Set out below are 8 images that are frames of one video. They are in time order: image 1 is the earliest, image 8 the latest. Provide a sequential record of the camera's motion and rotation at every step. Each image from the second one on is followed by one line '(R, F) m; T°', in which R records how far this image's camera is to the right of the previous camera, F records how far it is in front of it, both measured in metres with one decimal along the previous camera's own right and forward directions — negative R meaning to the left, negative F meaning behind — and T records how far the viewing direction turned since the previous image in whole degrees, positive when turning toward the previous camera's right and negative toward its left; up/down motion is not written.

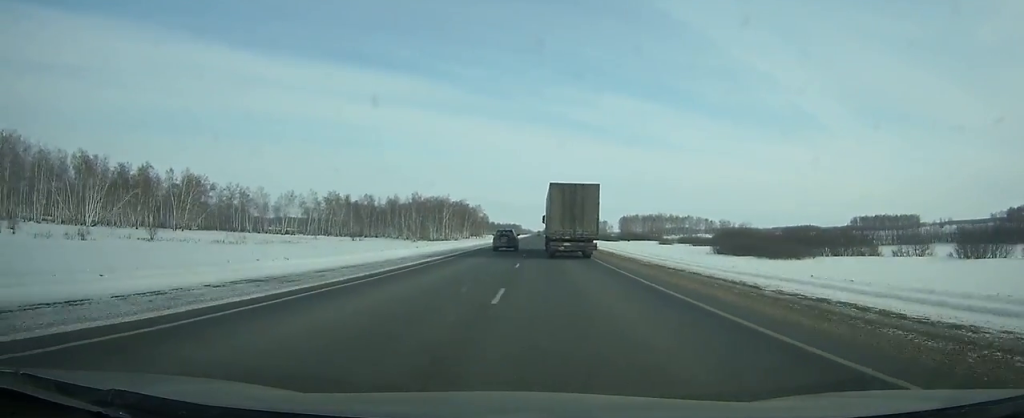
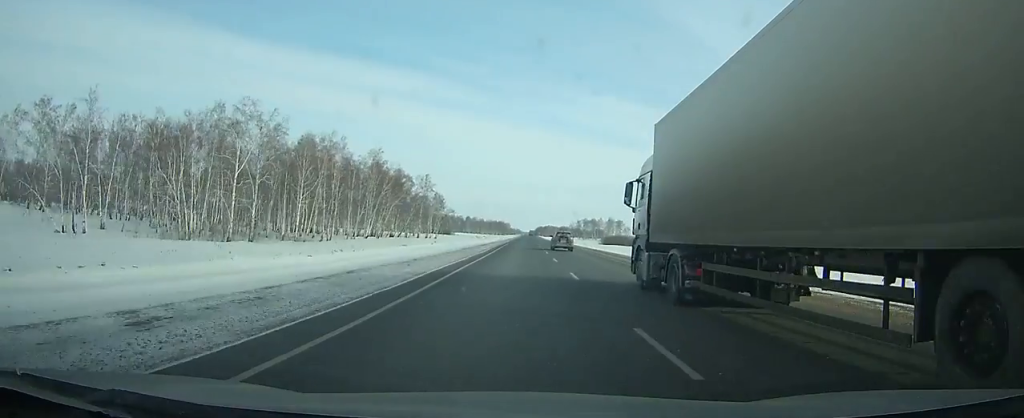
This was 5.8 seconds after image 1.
(+0.6, +162.4) m; +1°
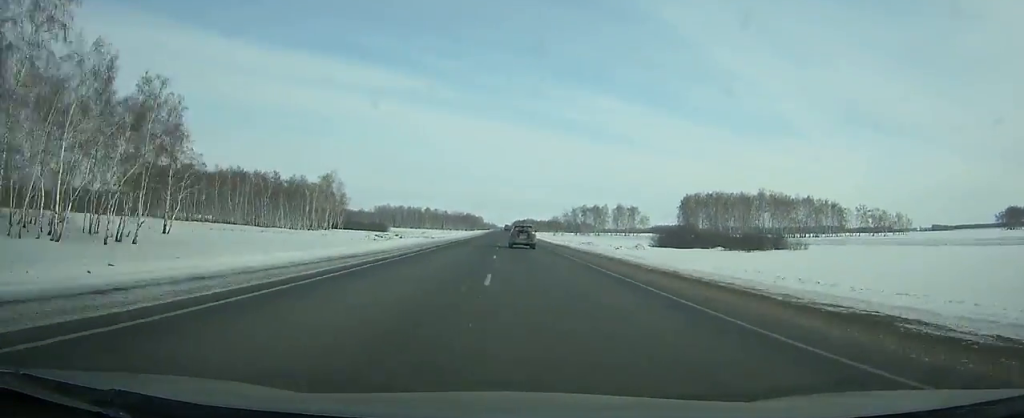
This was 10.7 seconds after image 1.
(+2.0, +150.0) m; +1°
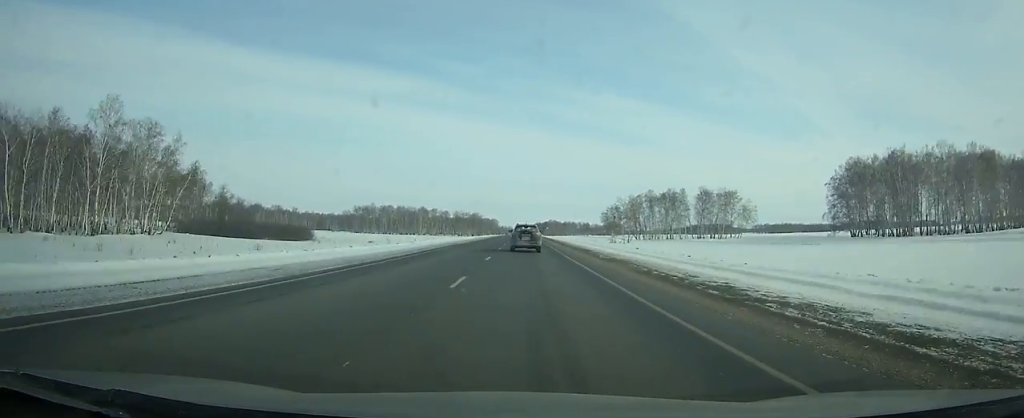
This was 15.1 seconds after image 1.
(-1.4, +141.7) m; -1°
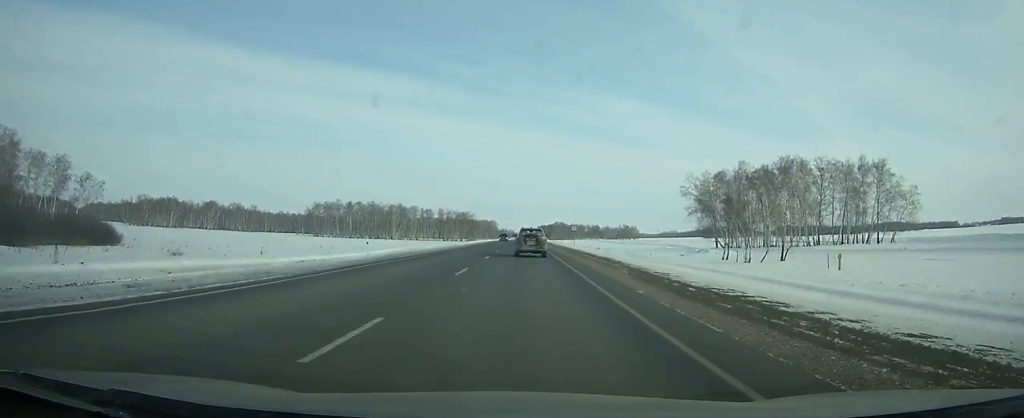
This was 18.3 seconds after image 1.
(-0.2, +101.5) m; 0°
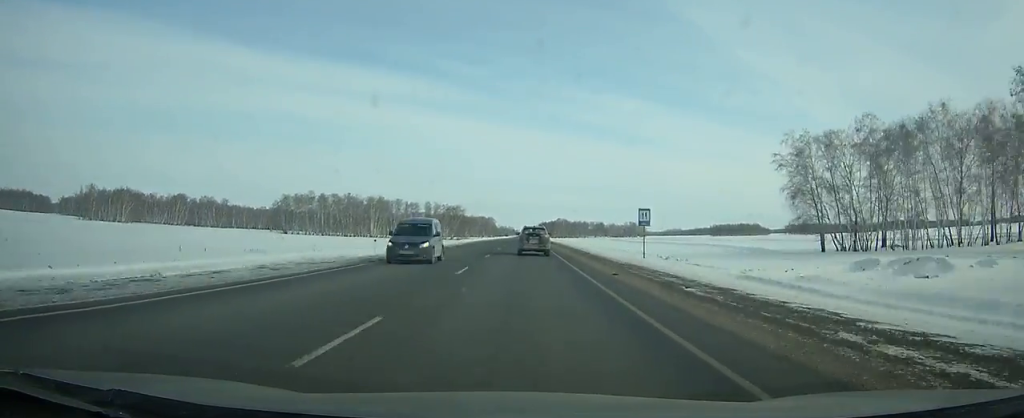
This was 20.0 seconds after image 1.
(0.0, +52.1) m; 0°
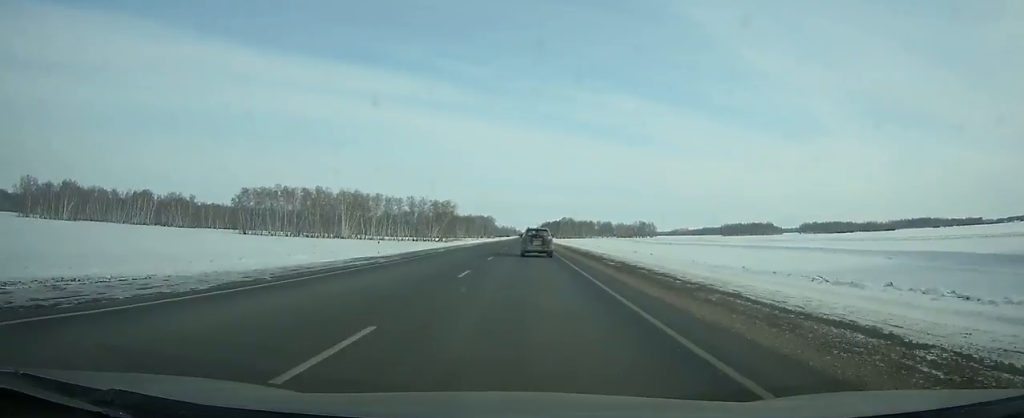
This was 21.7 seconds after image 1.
(-0.2, +49.8) m; 0°
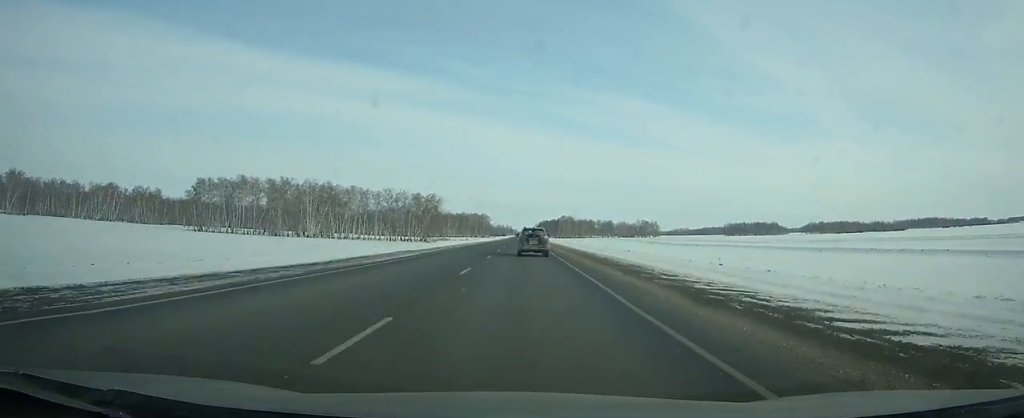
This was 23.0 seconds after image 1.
(-0.1, +37.8) m; 0°
